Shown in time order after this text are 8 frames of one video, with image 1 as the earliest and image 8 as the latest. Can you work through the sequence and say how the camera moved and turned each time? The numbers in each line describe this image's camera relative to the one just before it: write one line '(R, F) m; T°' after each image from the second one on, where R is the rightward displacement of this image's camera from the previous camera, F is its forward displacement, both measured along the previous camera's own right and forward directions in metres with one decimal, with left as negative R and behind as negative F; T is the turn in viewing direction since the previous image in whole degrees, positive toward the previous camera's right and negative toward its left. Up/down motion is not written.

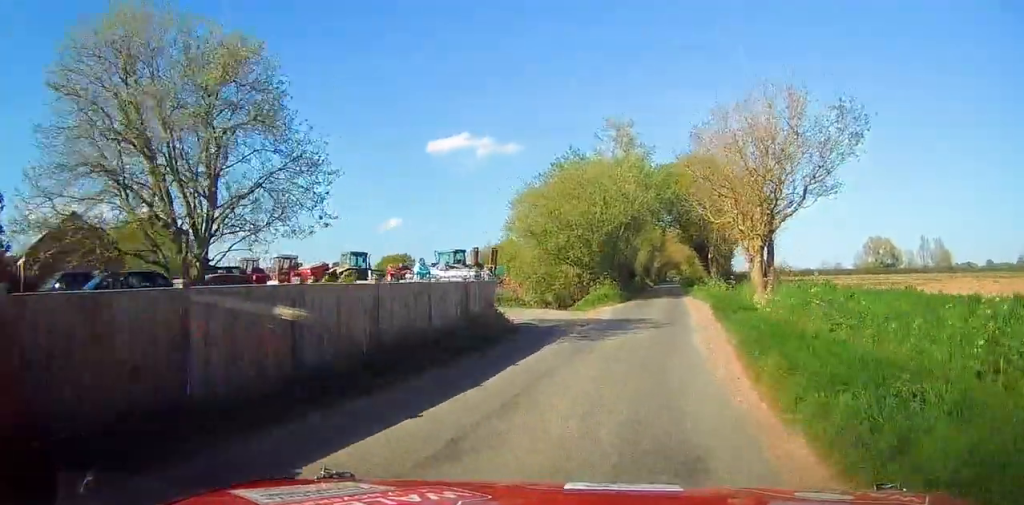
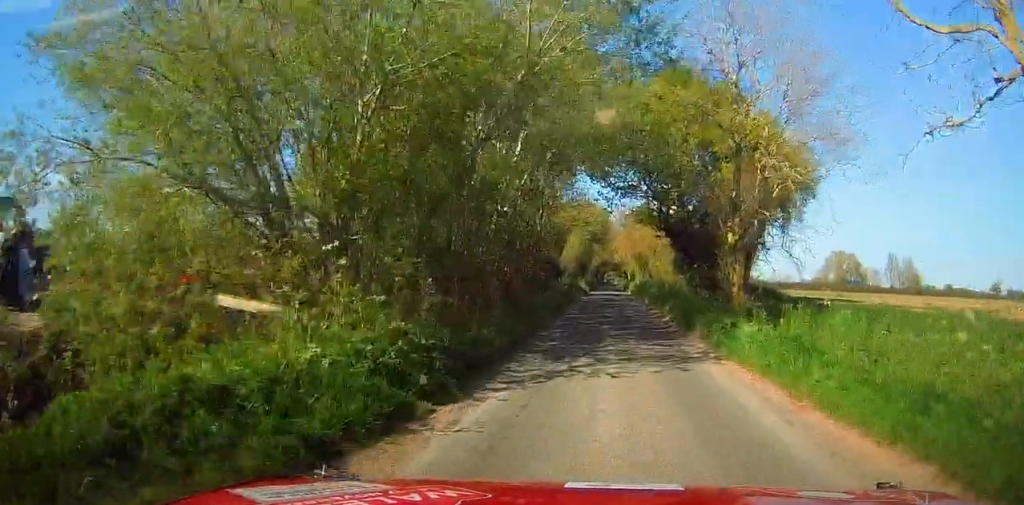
(+1.8, +24.6) m; +6°
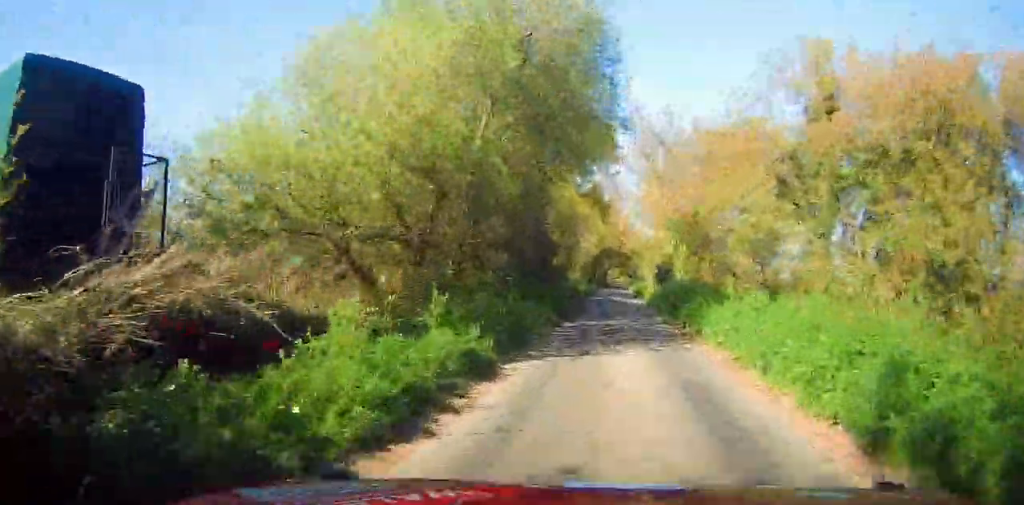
(+1.3, +43.9) m; +2°
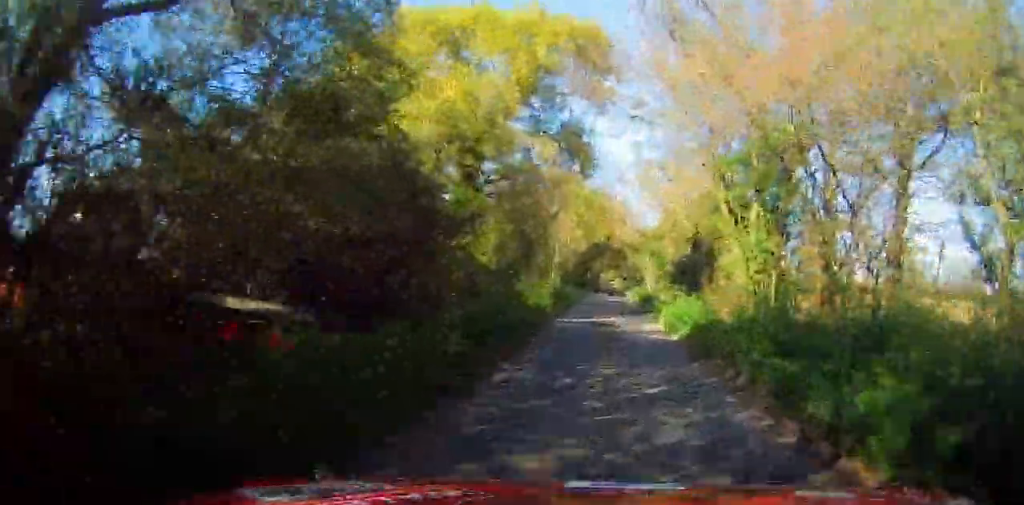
(-0.1, +16.9) m; 0°
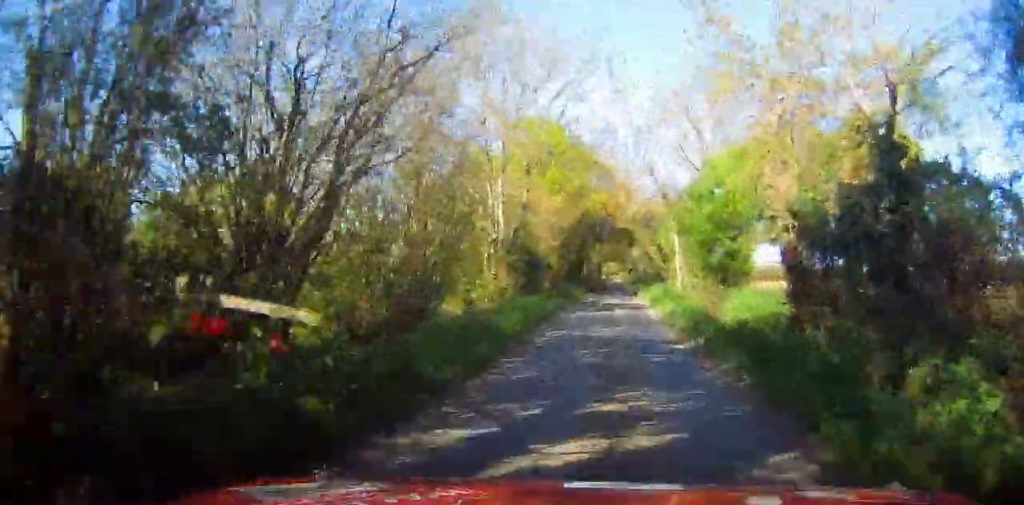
(+0.1, +19.8) m; 0°
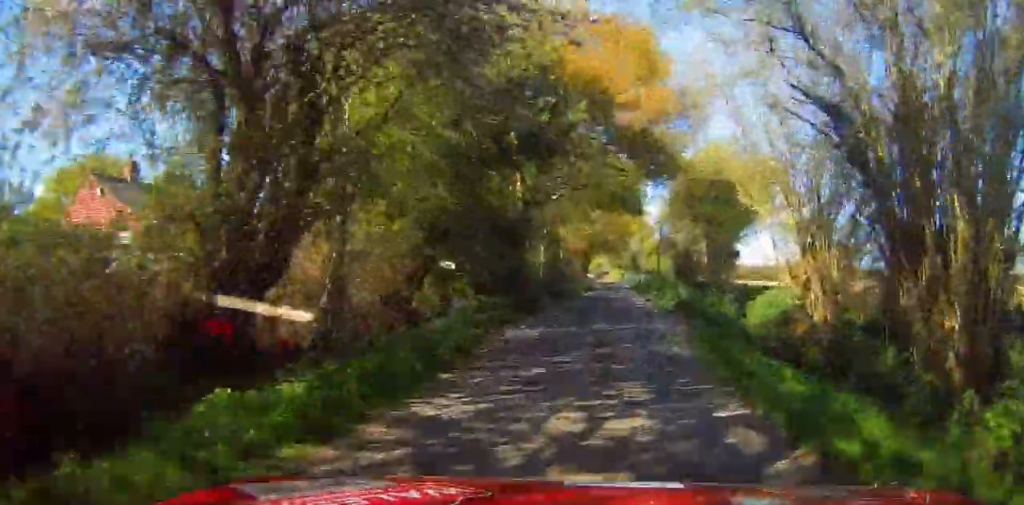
(+0.1, +35.4) m; 0°
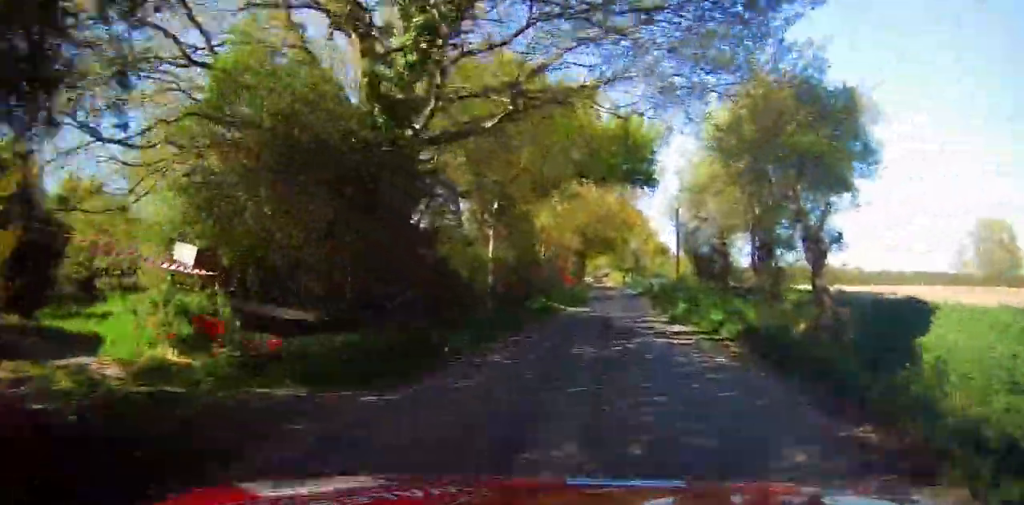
(+0.1, +13.6) m; 0°
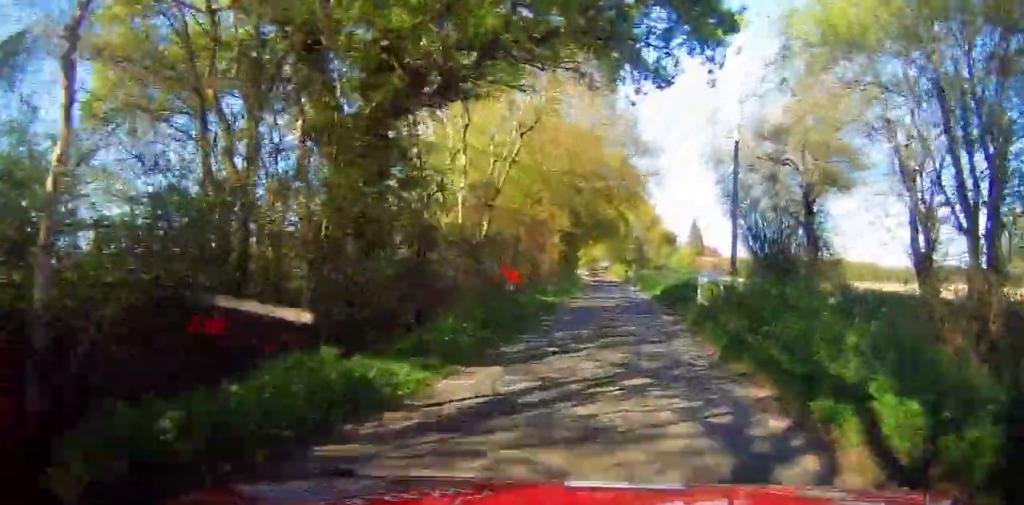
(0.0, +16.2) m; 0°
